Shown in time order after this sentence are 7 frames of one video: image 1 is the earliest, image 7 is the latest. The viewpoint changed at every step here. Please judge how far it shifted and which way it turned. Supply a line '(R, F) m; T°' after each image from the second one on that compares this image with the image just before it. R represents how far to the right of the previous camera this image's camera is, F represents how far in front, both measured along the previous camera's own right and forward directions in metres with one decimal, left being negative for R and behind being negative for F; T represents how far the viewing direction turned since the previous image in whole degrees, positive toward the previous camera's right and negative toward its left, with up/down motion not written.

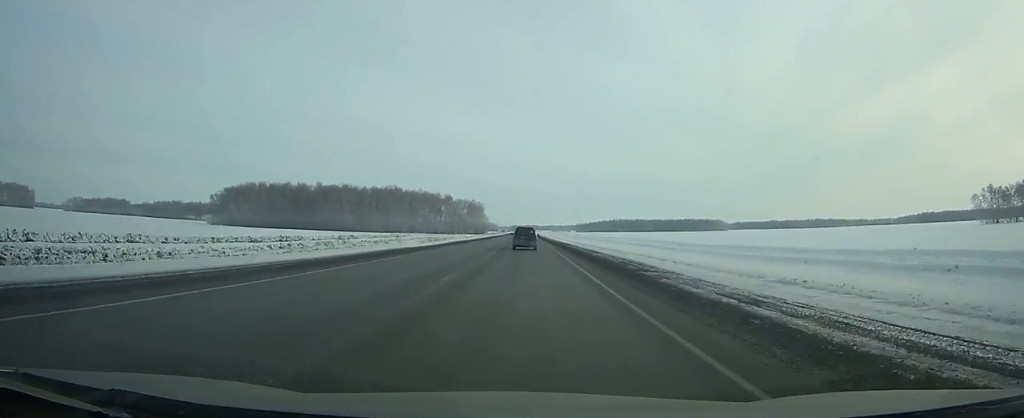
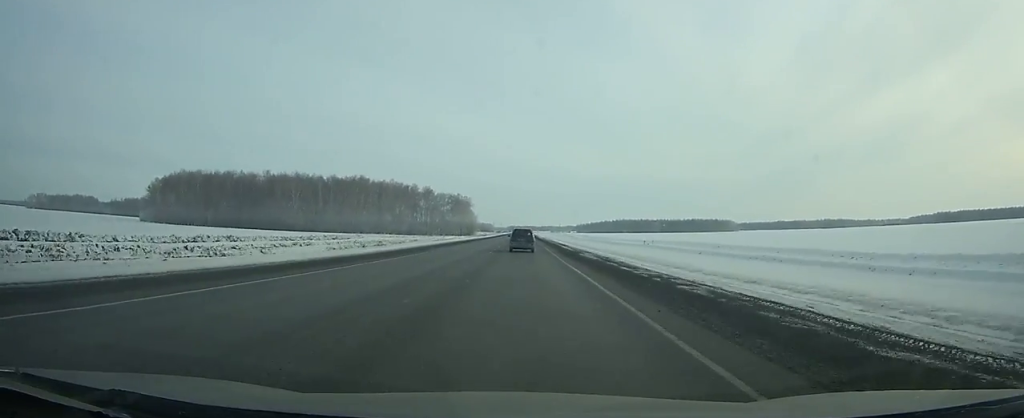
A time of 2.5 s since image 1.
(+0.1, +64.1) m; 0°
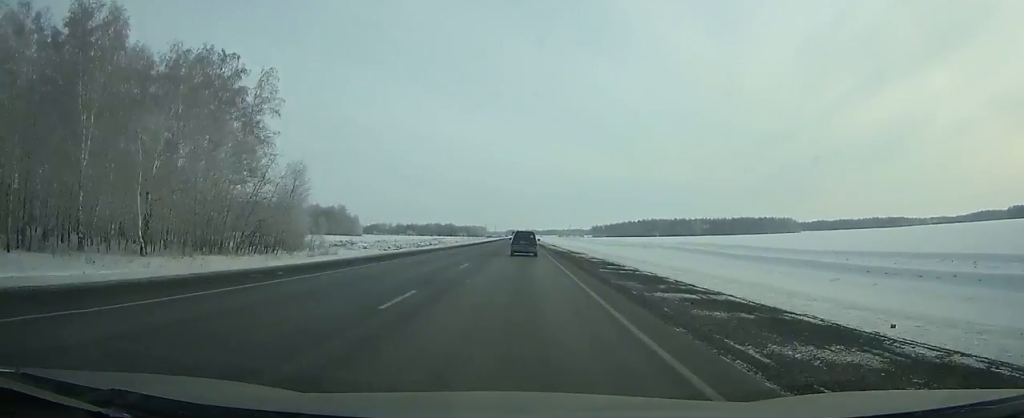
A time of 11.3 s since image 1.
(+0.1, +226.9) m; 0°
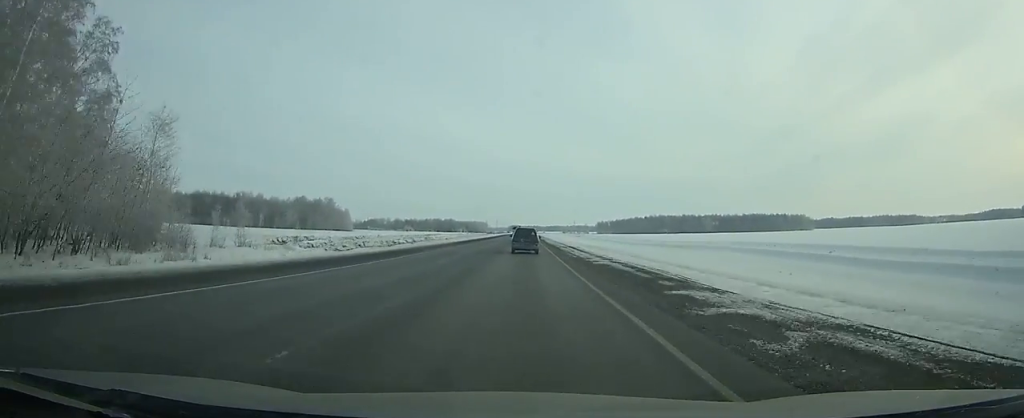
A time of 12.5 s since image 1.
(-0.1, +30.5) m; 0°
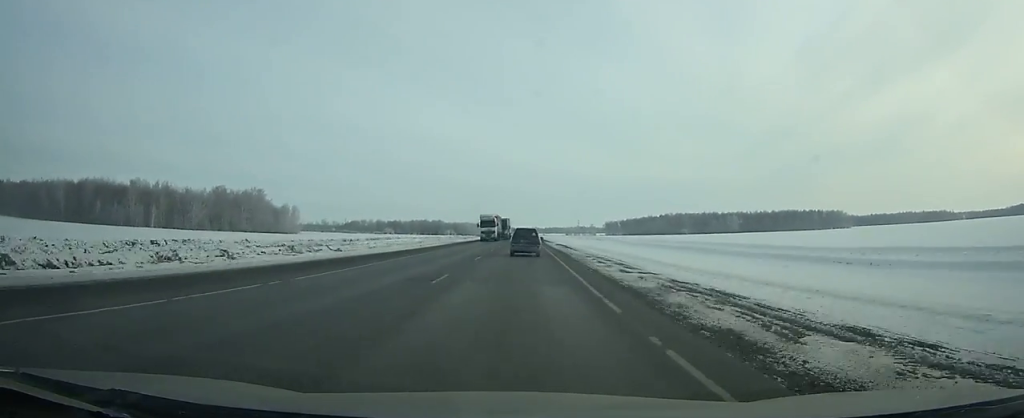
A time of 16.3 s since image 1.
(-0.1, +95.8) m; 0°
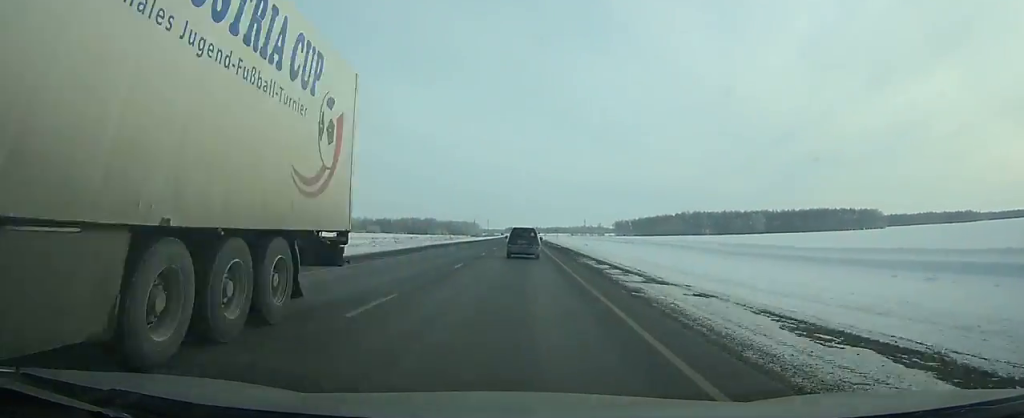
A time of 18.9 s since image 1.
(0.0, +64.3) m; 0°
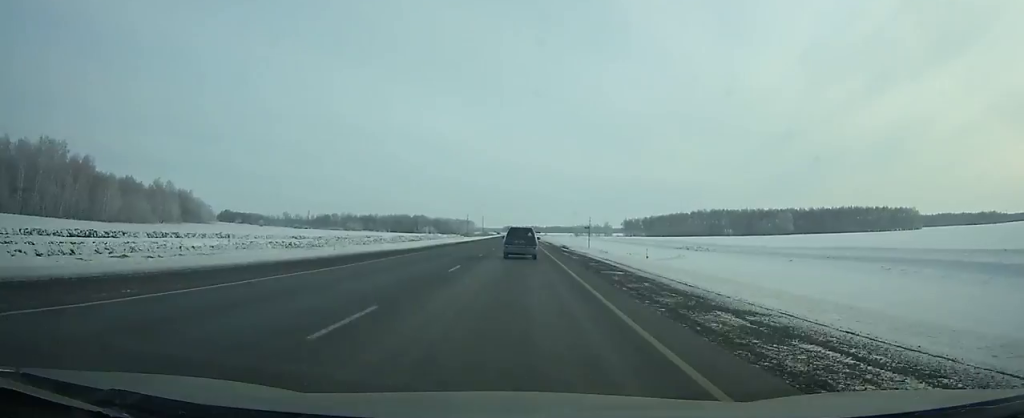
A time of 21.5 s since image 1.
(0.0, +63.1) m; 0°
